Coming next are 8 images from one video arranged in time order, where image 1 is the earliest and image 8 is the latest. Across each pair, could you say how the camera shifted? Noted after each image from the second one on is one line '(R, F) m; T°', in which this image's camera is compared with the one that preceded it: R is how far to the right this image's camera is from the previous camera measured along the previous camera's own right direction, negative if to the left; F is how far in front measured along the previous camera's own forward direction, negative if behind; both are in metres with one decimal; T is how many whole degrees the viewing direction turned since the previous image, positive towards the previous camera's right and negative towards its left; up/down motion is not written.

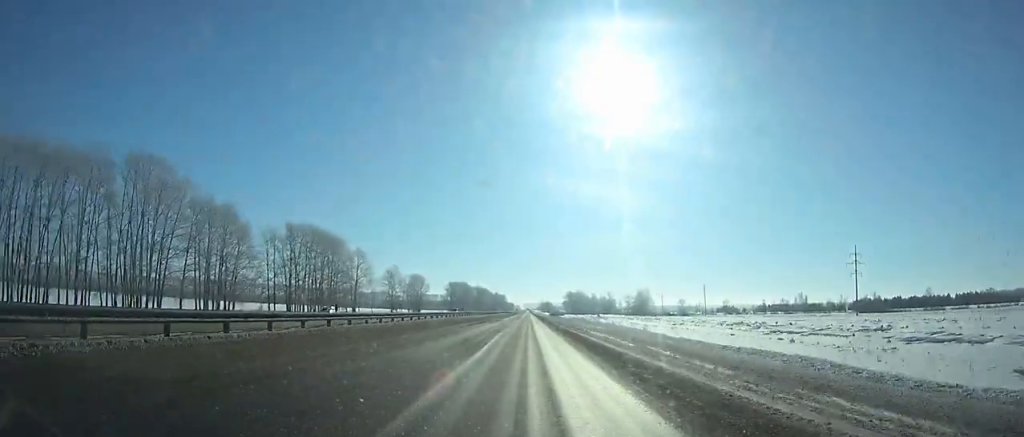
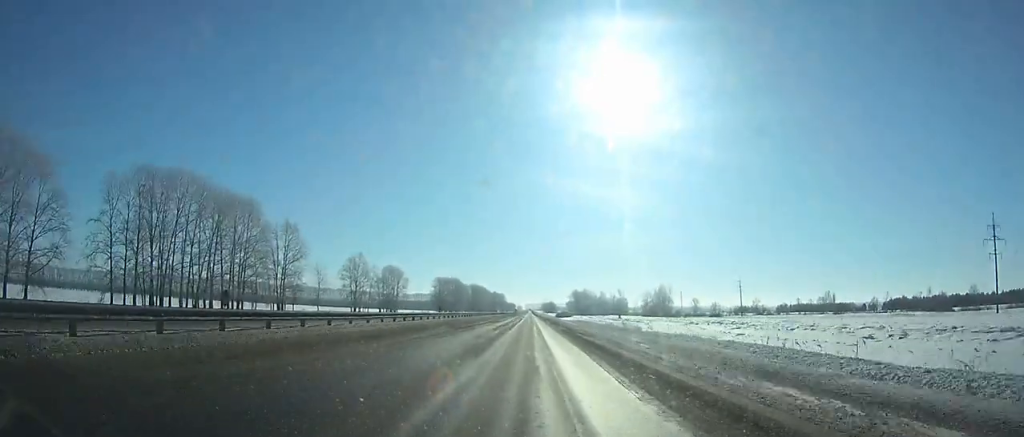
(-0.1, +56.8) m; 0°
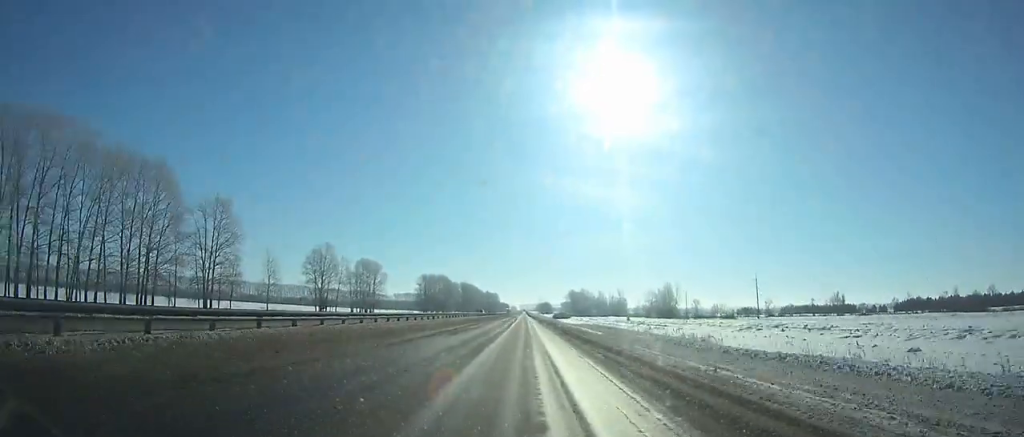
(-0.1, +28.1) m; 0°
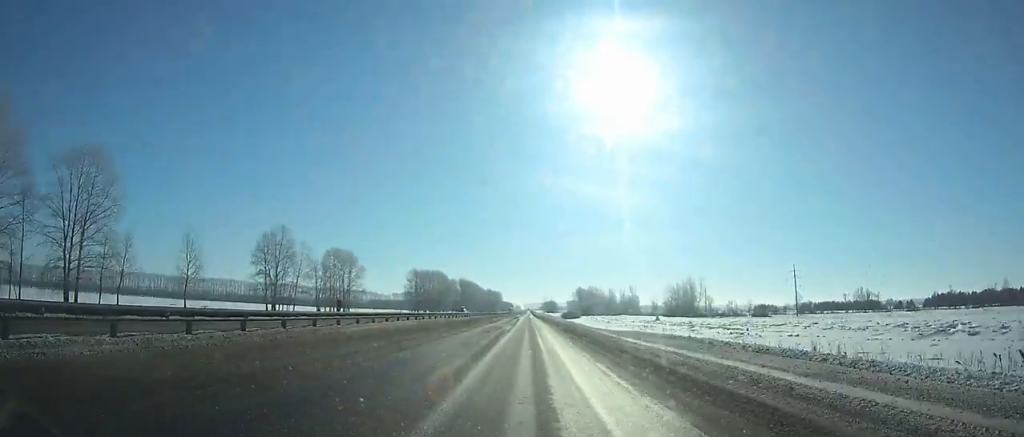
(+0.2, +36.3) m; 0°
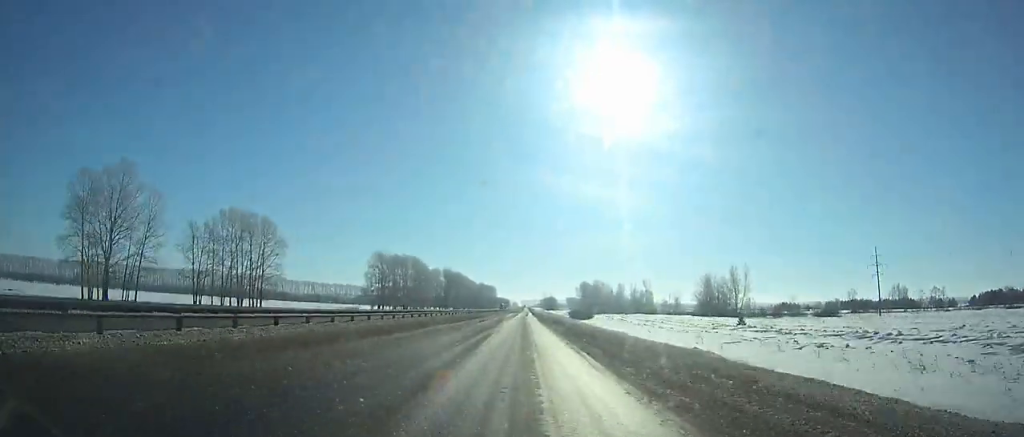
(0.0, +63.4) m; 0°
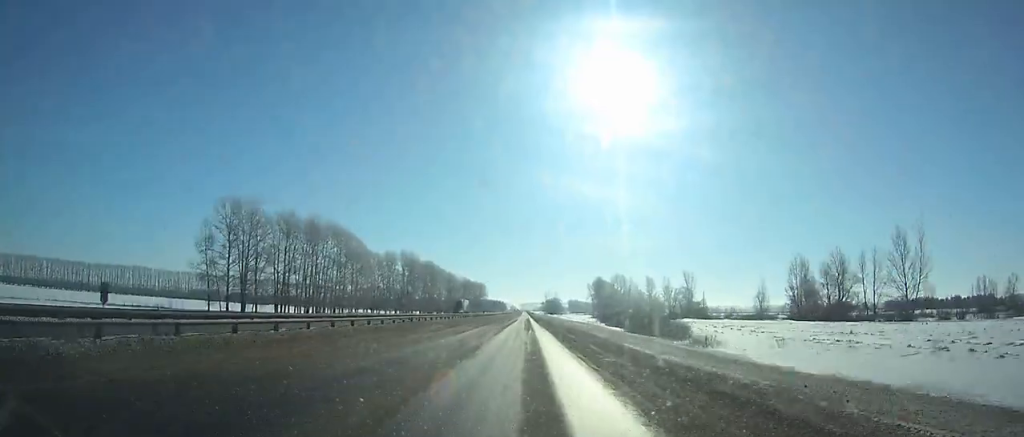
(-0.2, +115.7) m; 0°
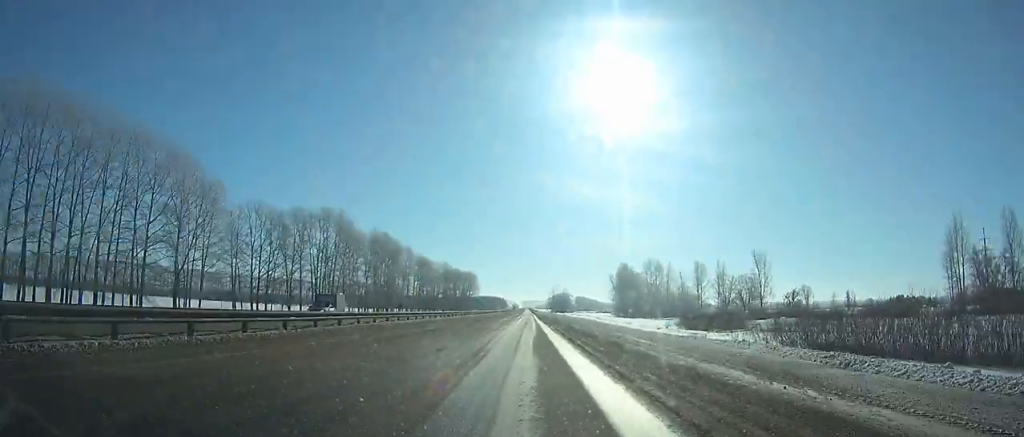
(+0.3, +95.8) m; 0°
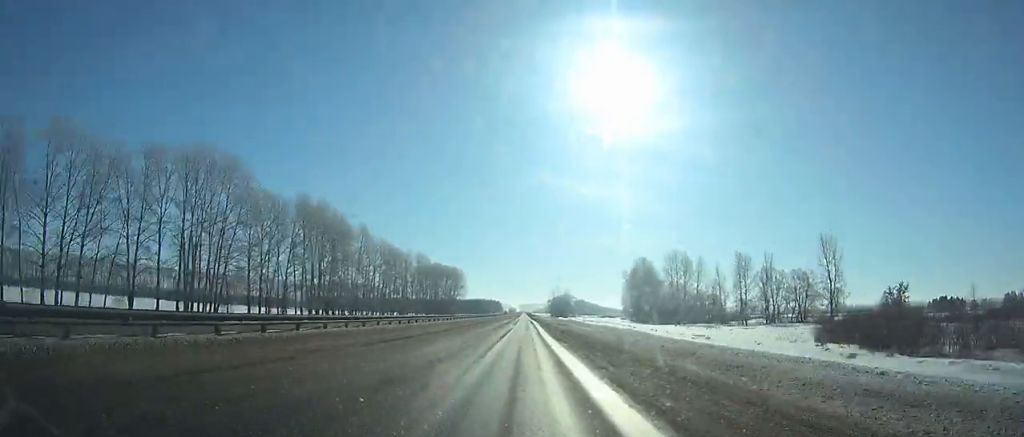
(-0.1, +54.3) m; 0°
